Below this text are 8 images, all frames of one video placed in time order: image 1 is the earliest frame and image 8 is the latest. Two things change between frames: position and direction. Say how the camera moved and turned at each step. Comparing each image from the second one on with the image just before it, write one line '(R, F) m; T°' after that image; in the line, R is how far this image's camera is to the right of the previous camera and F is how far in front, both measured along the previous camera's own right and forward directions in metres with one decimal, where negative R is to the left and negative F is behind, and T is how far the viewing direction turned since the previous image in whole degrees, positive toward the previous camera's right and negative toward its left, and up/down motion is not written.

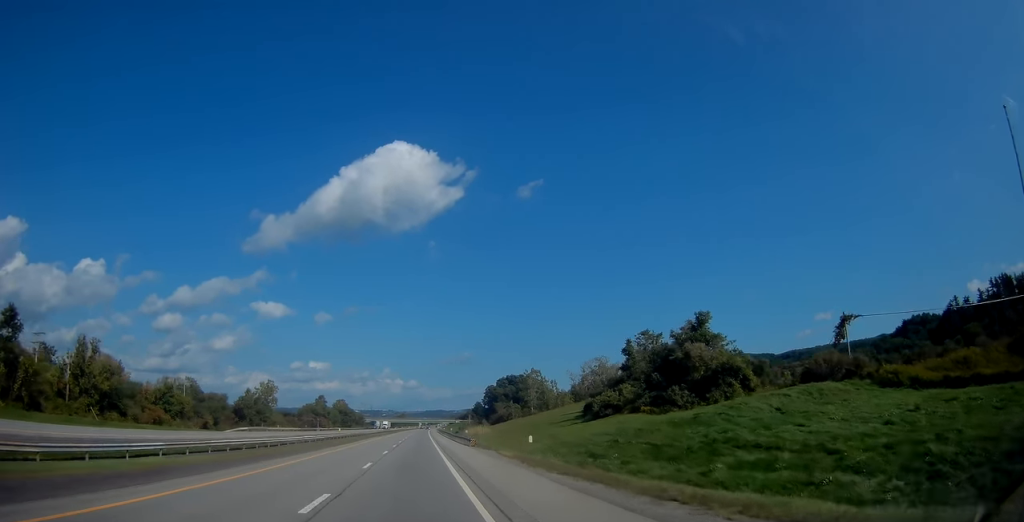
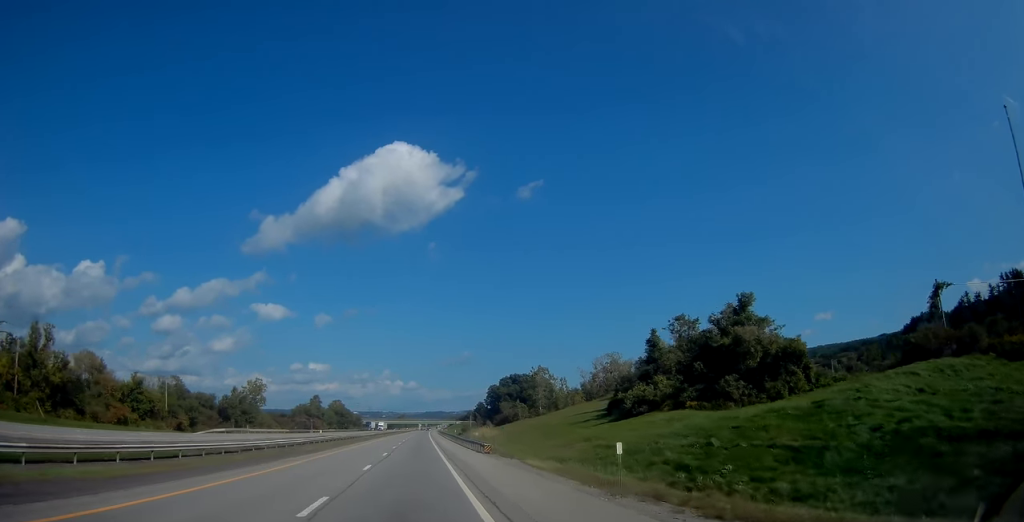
(0.0, +12.5) m; 0°
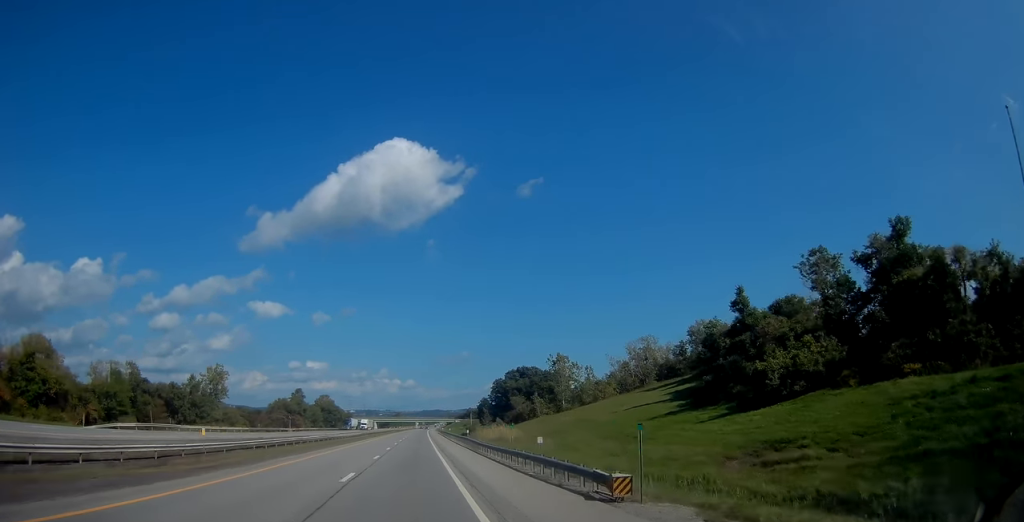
(0.0, +29.8) m; 0°
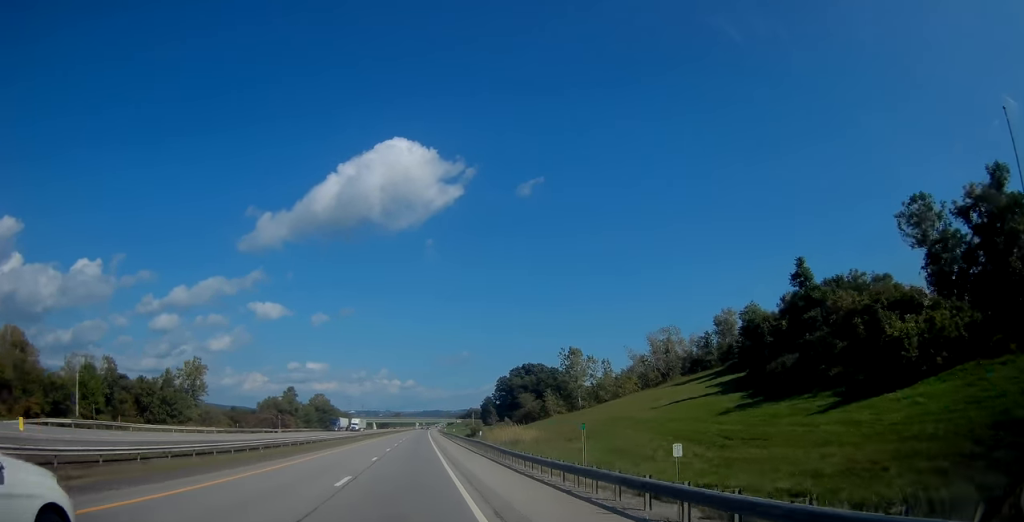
(0.0, +13.5) m; 0°
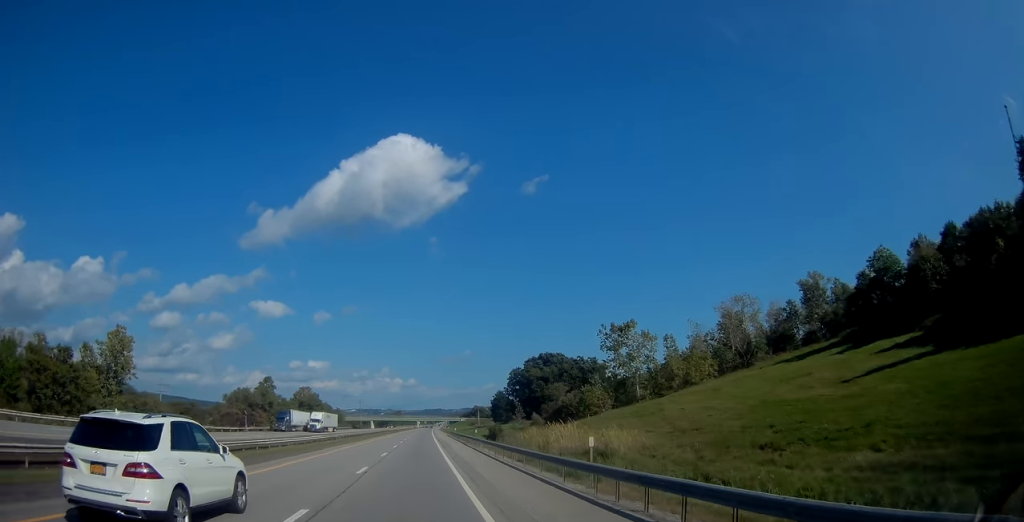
(0.0, +32.7) m; 0°
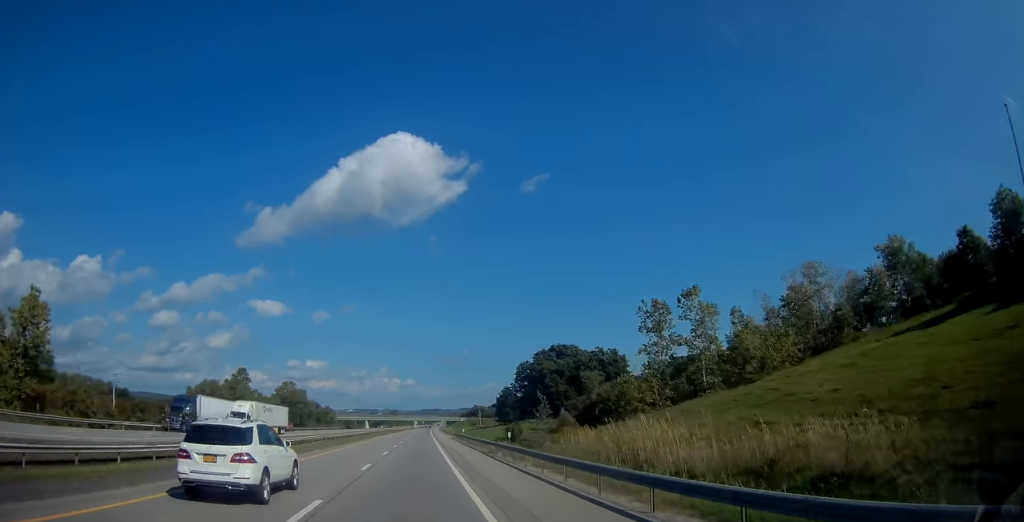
(0.0, +23.1) m; 0°
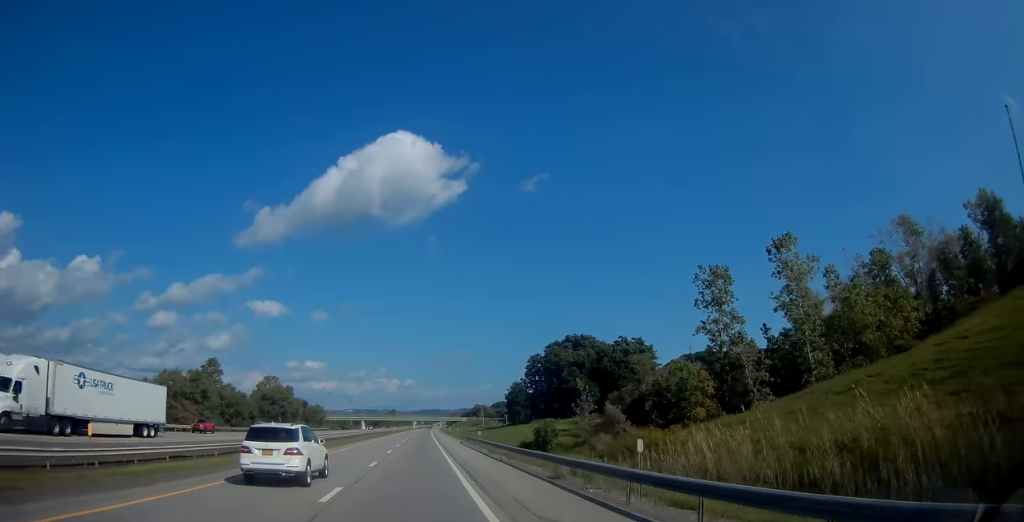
(-0.1, +21.1) m; +1°
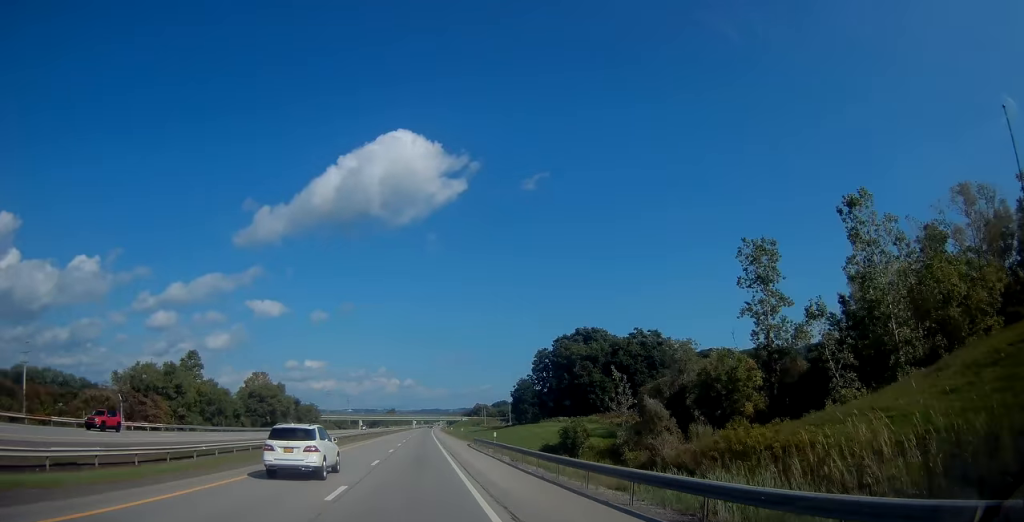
(+0.1, +11.5) m; 0°
